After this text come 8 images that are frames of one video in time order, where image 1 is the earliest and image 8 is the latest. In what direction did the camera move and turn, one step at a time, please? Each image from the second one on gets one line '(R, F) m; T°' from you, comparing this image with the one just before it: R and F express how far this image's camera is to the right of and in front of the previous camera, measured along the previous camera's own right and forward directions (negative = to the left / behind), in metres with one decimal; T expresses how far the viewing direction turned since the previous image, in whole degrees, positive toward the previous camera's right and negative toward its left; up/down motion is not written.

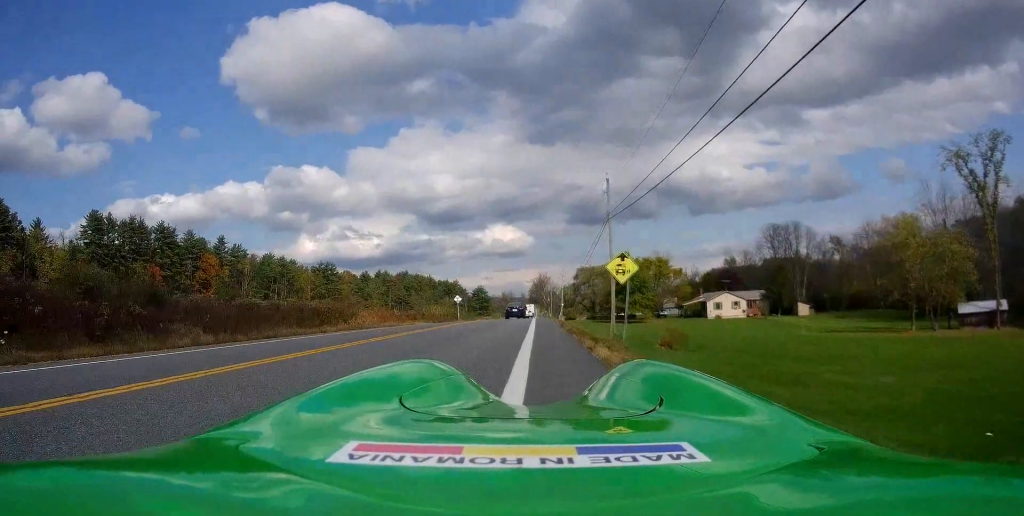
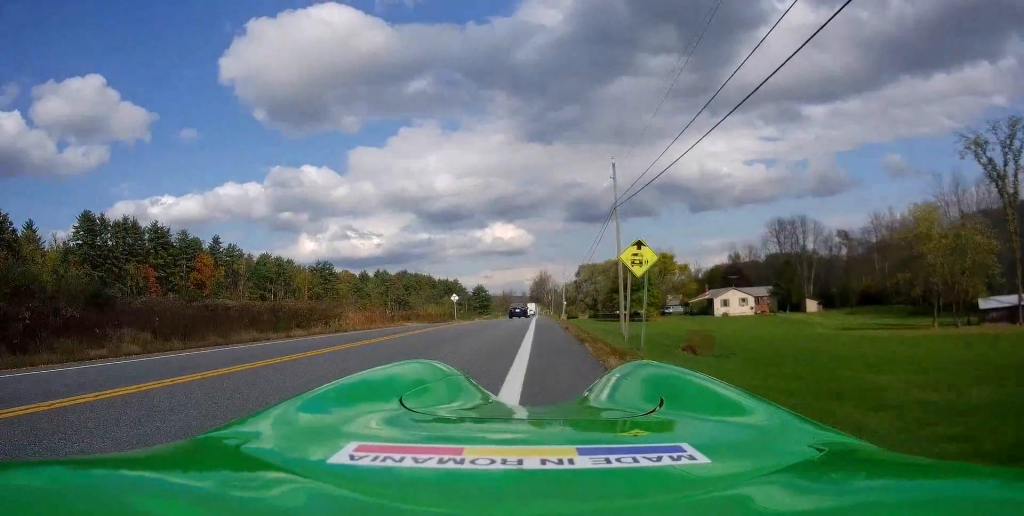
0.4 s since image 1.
(-0.1, +3.9) m; -2°
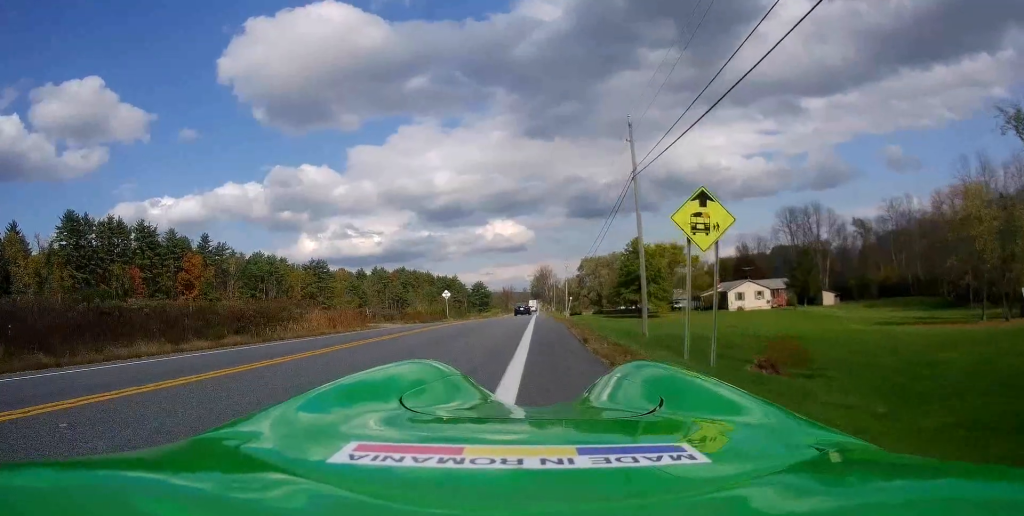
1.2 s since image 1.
(-0.1, +7.3) m; 0°
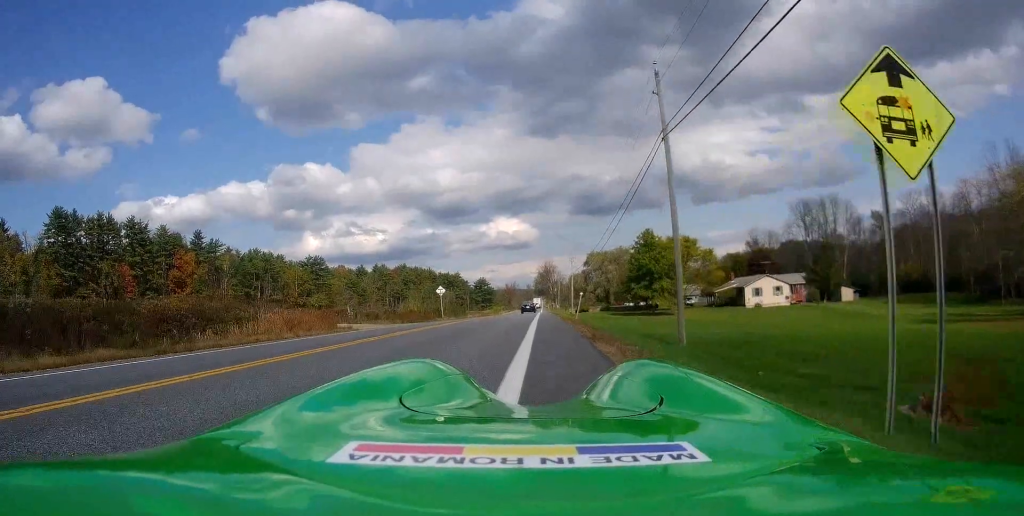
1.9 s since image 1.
(0.0, +6.6) m; 0°
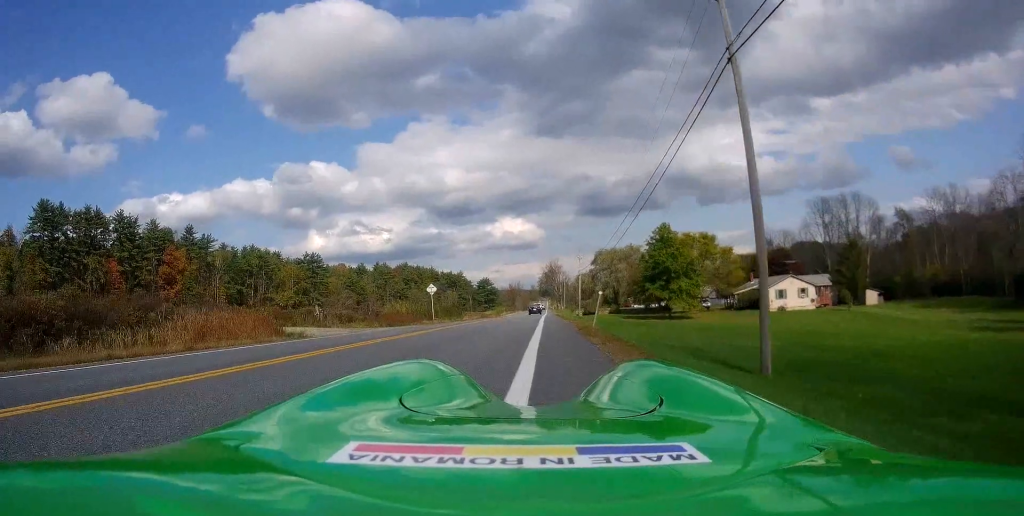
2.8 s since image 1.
(+0.1, +7.8) m; 0°
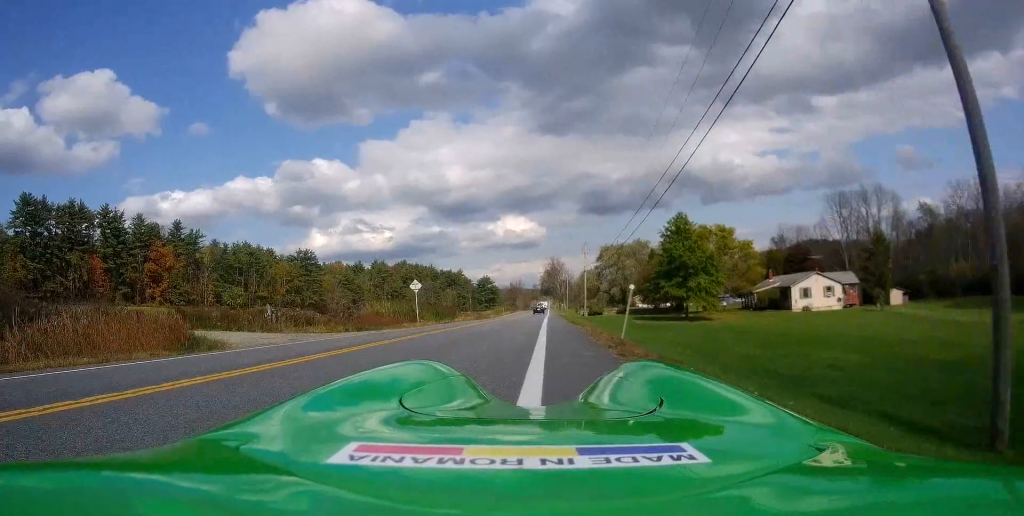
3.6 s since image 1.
(0.0, +7.7) m; -1°
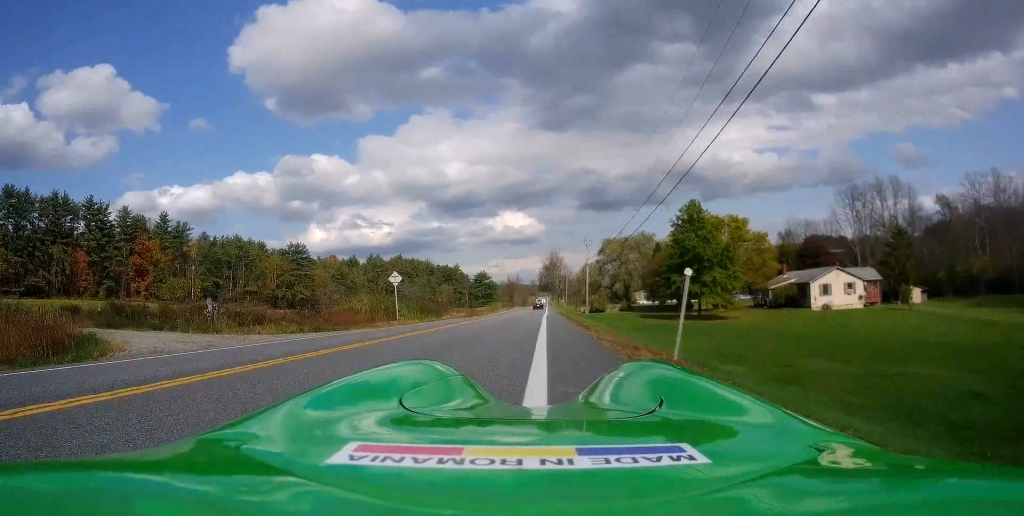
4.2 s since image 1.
(-0.1, +6.1) m; 0°
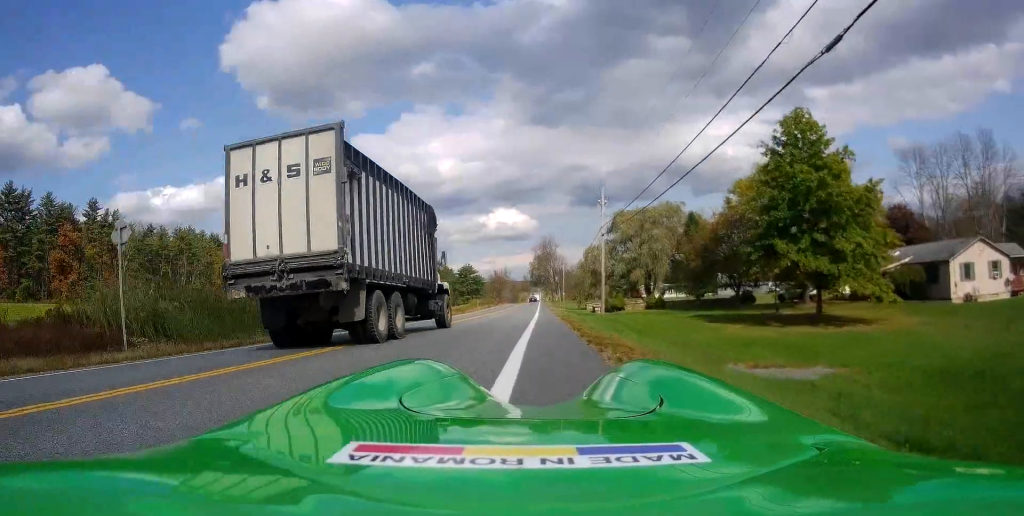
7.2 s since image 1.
(+0.3, +28.0) m; -1°
